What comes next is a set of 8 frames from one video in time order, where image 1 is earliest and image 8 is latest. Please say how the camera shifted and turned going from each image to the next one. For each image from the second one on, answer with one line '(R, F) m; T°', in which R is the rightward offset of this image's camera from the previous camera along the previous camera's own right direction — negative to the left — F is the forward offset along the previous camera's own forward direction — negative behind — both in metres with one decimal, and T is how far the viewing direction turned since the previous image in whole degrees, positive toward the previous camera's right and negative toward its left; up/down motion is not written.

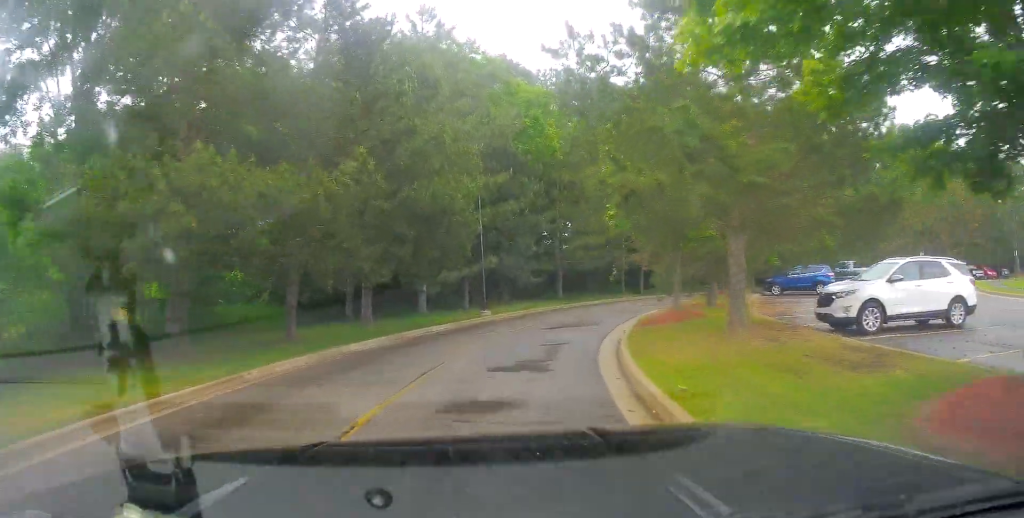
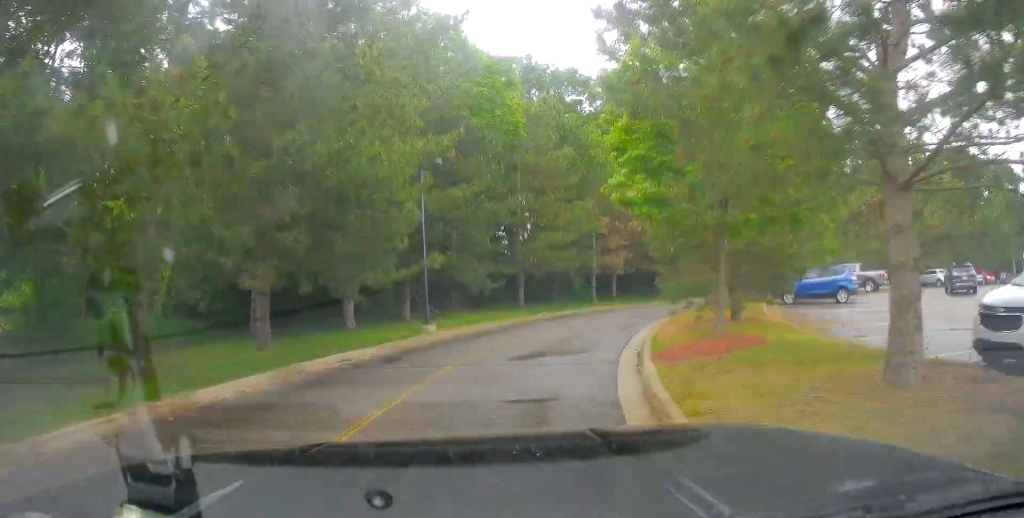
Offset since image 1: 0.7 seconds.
(+0.5, +6.4) m; +6°
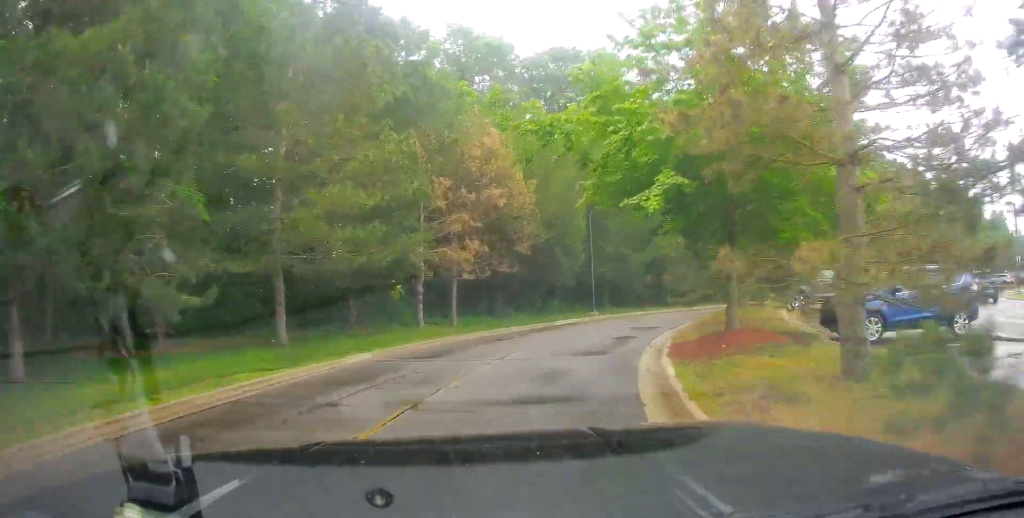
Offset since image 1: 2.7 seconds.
(+1.1, +16.9) m; +9°
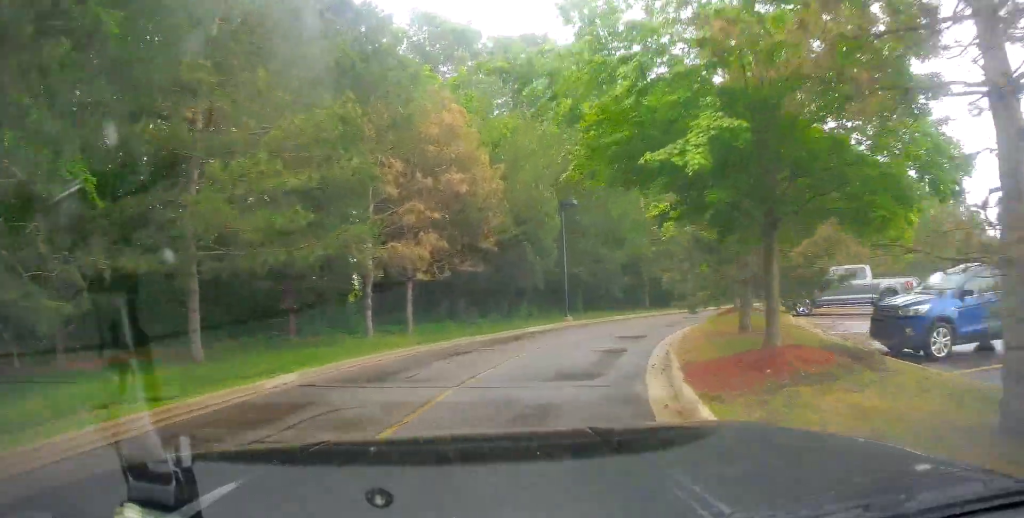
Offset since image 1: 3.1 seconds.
(+0.1, +3.4) m; +4°
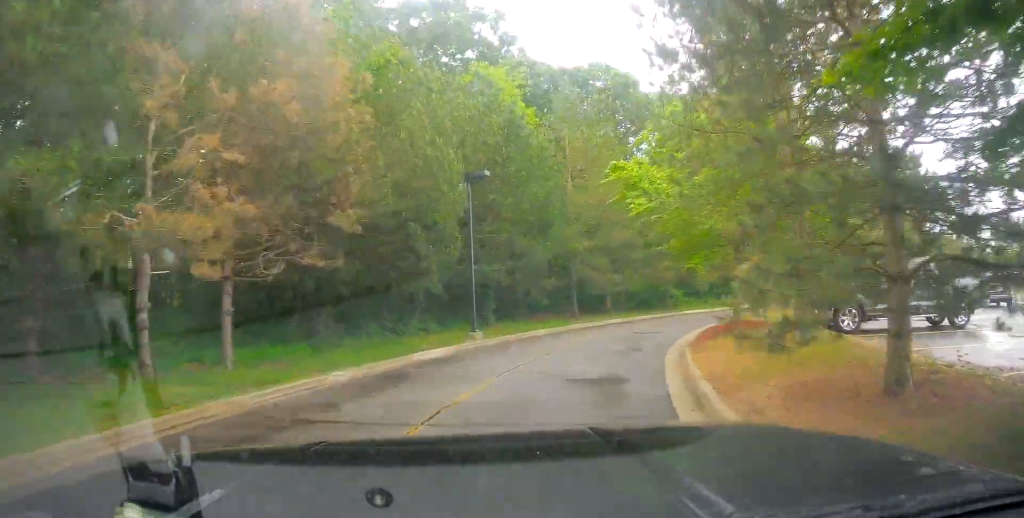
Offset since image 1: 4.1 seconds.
(+0.8, +8.9) m; +11°
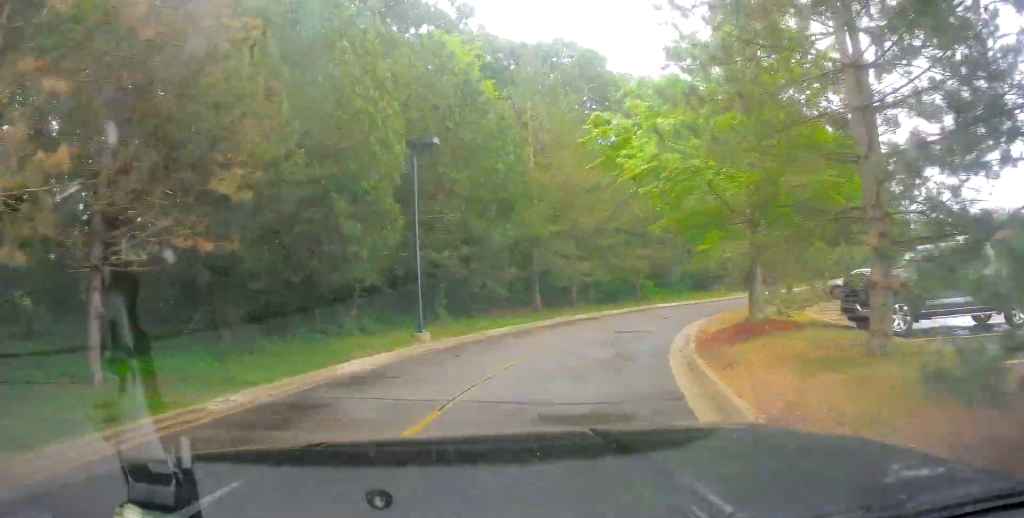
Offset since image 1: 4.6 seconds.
(+0.1, +3.8) m; +5°
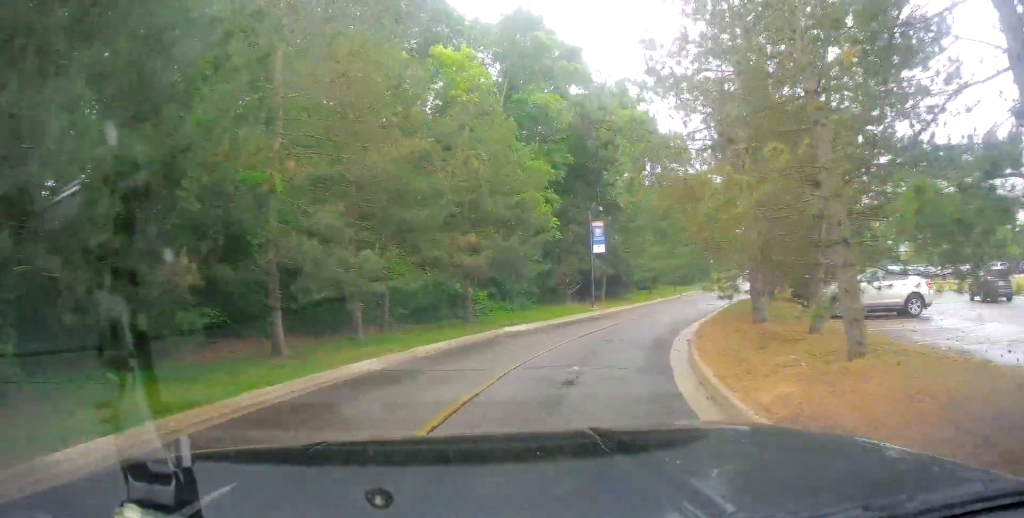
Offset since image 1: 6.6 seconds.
(+3.2, +16.0) m; +18°
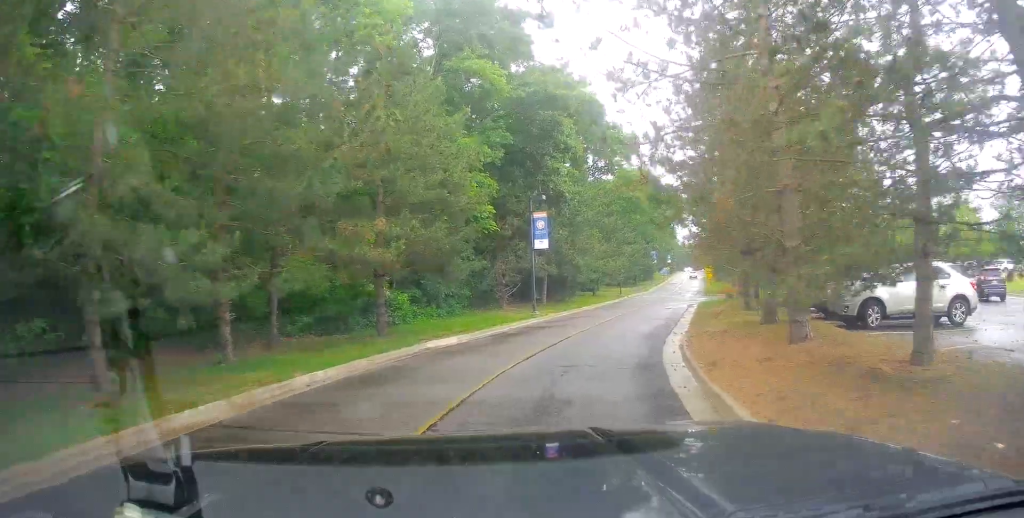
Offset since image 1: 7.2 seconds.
(0.0, +5.5) m; +6°
